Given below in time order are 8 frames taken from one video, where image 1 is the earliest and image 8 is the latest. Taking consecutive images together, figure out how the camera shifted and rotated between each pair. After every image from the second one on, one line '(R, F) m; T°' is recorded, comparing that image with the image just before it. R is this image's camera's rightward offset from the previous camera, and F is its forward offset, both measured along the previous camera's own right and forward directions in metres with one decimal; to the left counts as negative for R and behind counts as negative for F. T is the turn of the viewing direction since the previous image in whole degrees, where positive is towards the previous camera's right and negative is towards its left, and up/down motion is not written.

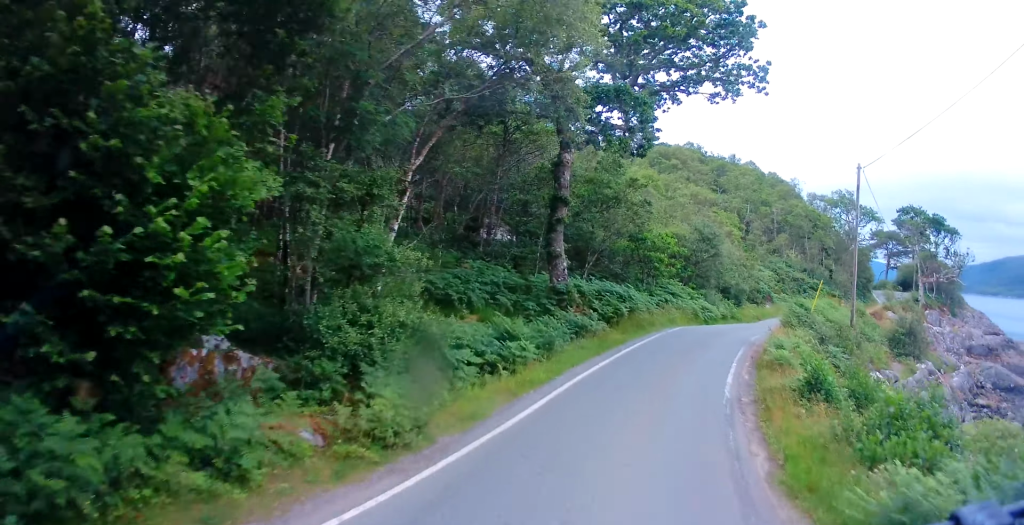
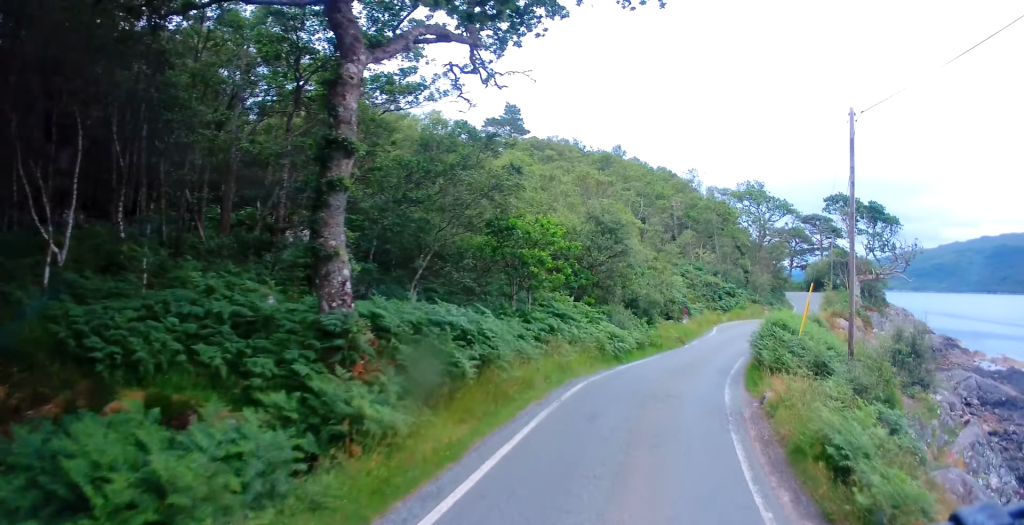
(+1.1, +8.6) m; +13°
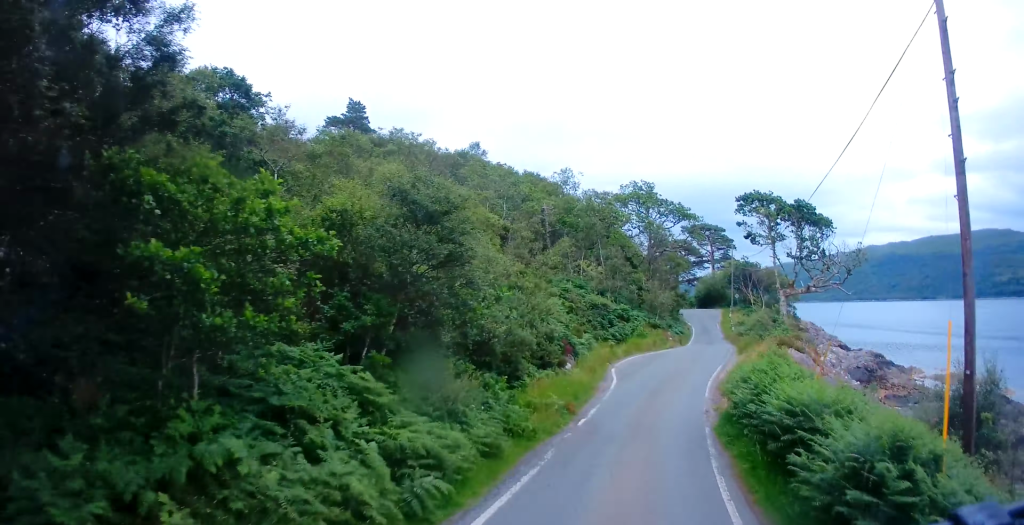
(+1.0, +8.7) m; +10°
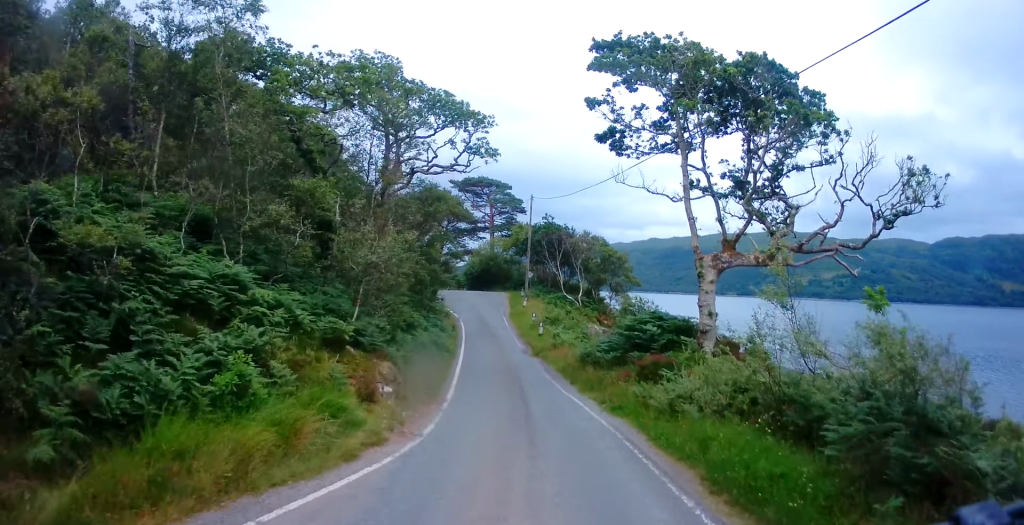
(+4.3, +22.0) m; +21°
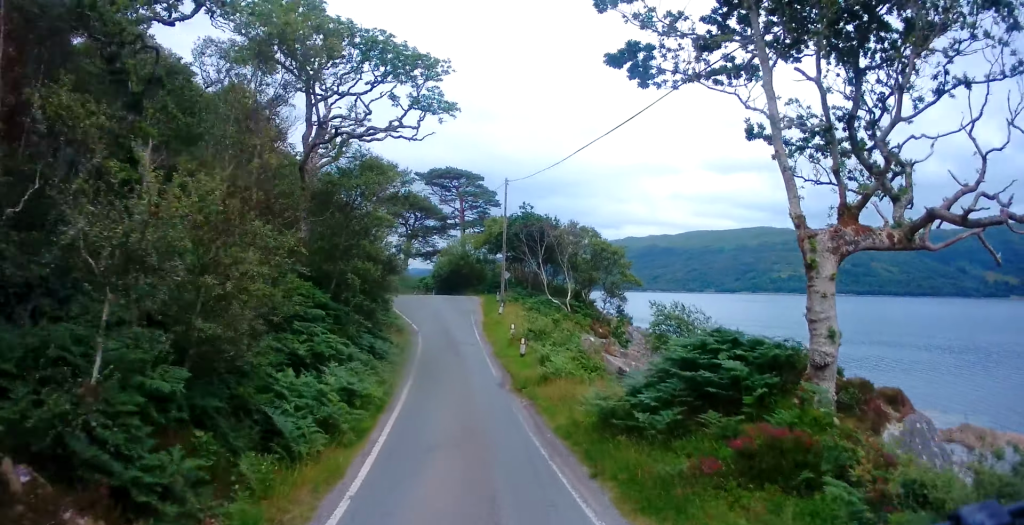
(+0.5, +7.0) m; +4°
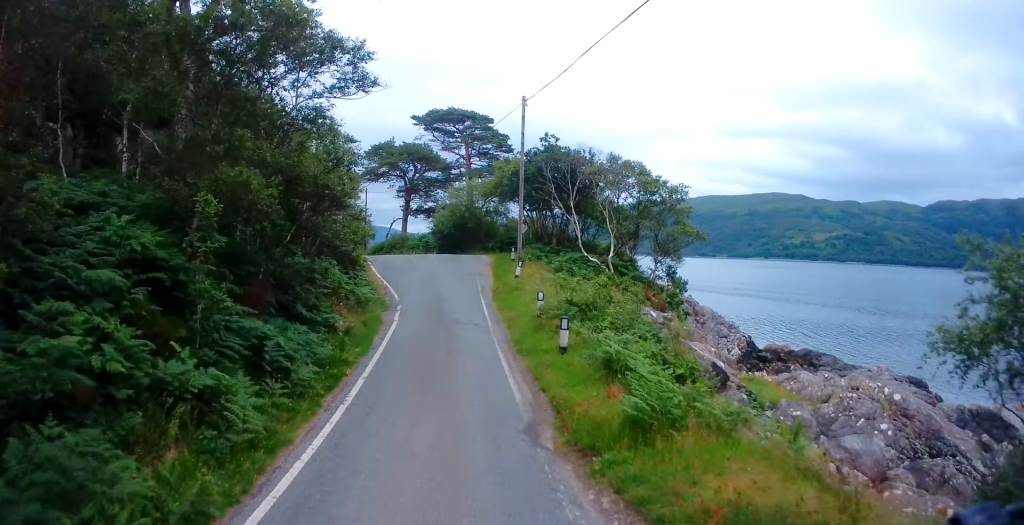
(+0.1, +8.8) m; -2°
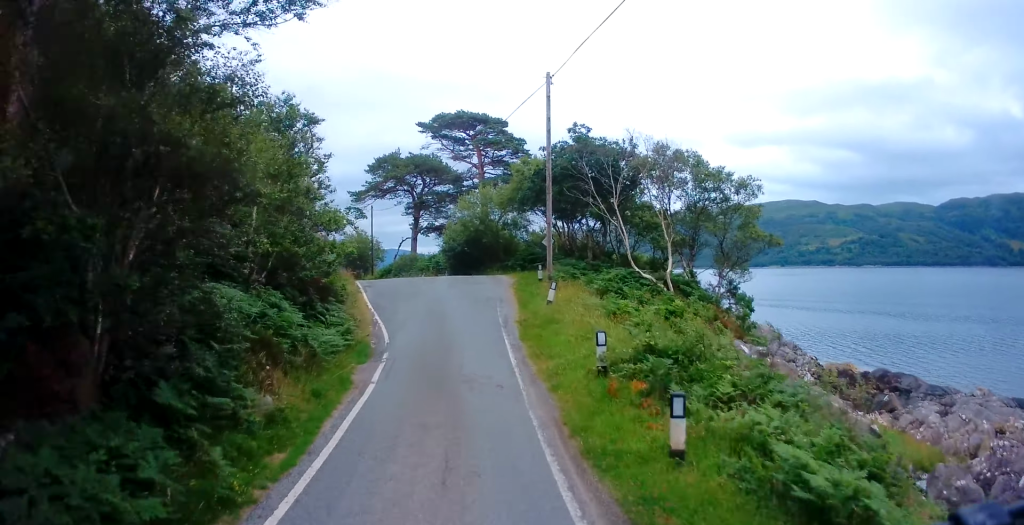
(-0.1, +5.6) m; -2°
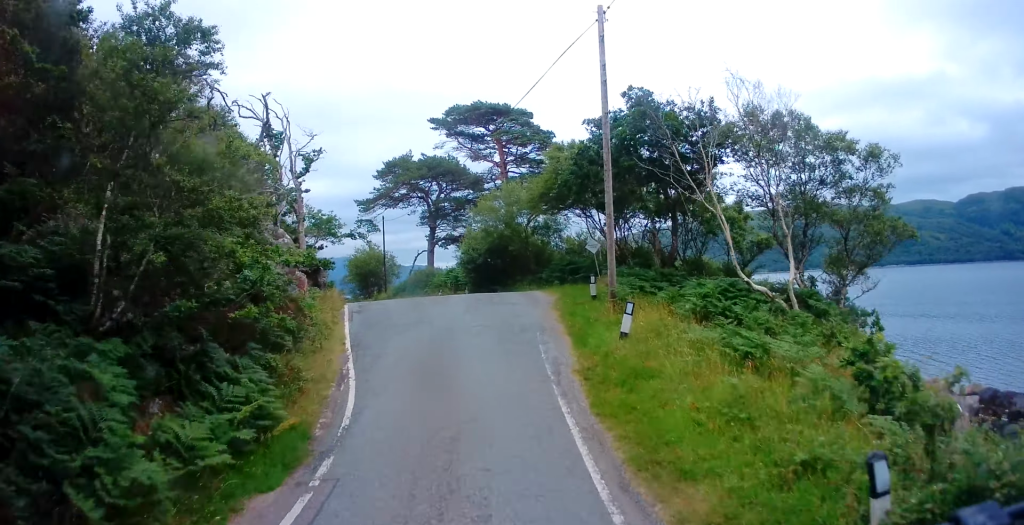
(-0.1, +6.3) m; -3°
